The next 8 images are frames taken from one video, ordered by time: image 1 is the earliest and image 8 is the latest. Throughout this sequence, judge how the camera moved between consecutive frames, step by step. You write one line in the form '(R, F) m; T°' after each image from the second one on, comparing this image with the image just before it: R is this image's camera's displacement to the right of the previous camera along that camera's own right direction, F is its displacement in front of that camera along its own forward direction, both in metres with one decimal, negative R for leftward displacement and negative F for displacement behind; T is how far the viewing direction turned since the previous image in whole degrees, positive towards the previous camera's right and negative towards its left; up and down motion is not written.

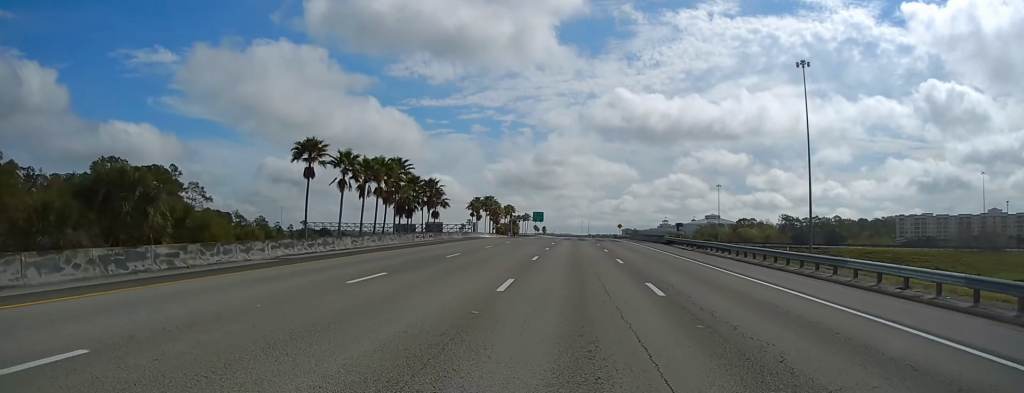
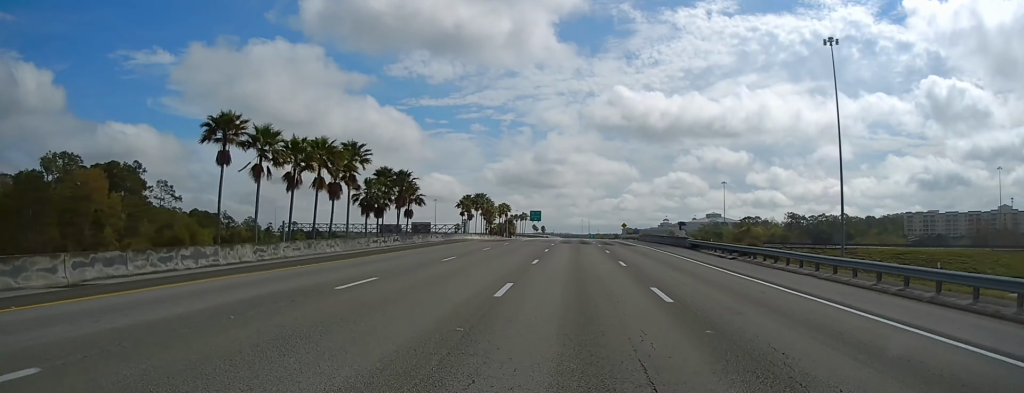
(0.0, +13.1) m; 0°
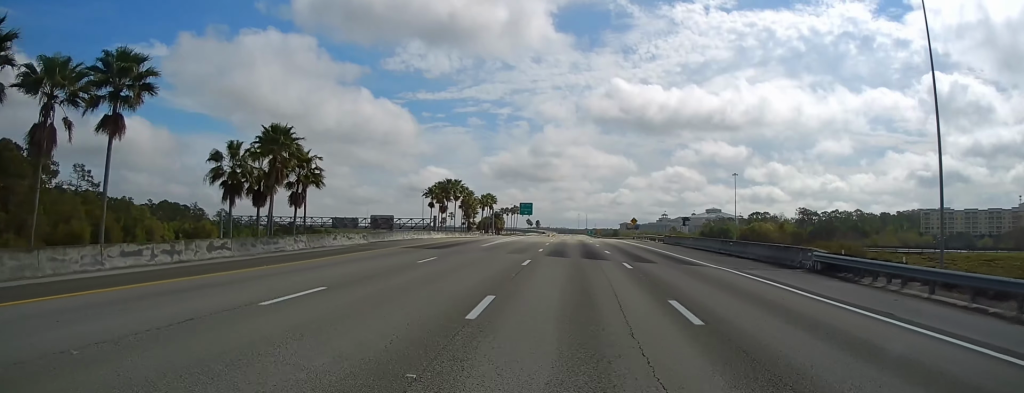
(0.0, +27.5) m; 0°
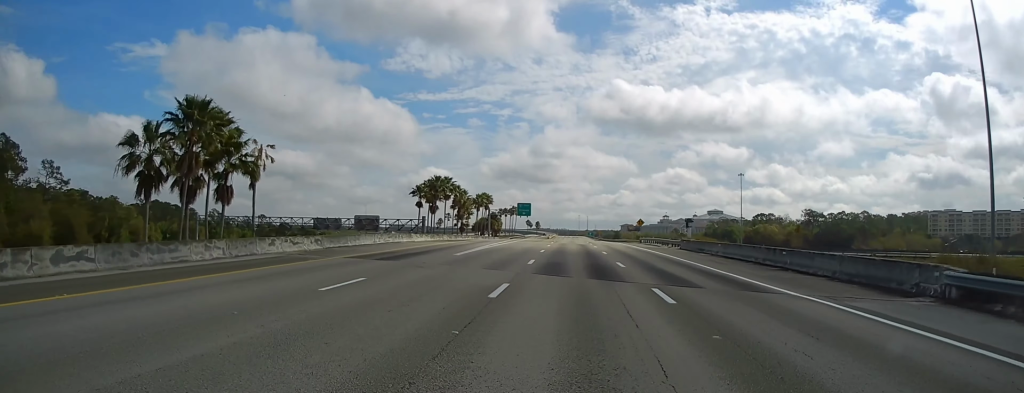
(0.0, +9.2) m; 0°
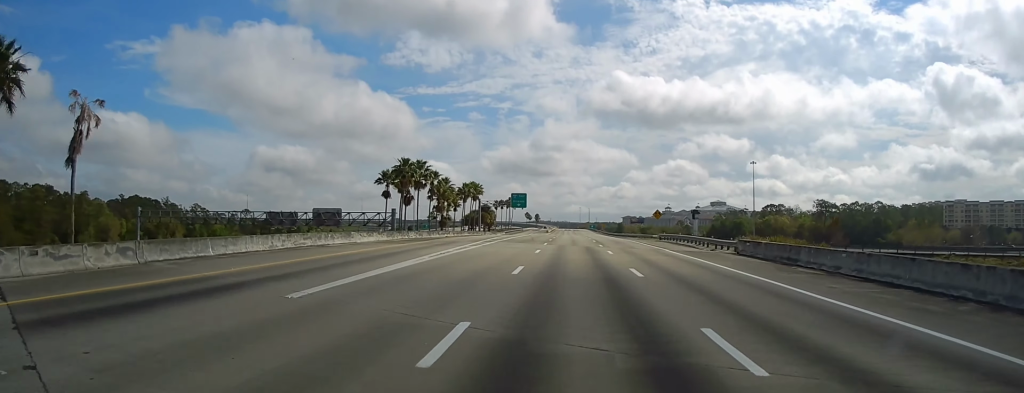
(0.0, +18.4) m; 0°
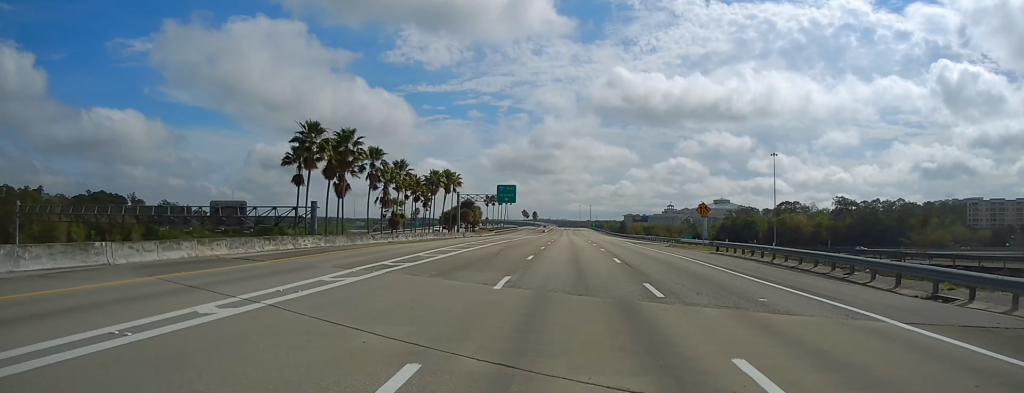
(0.0, +27.5) m; 0°
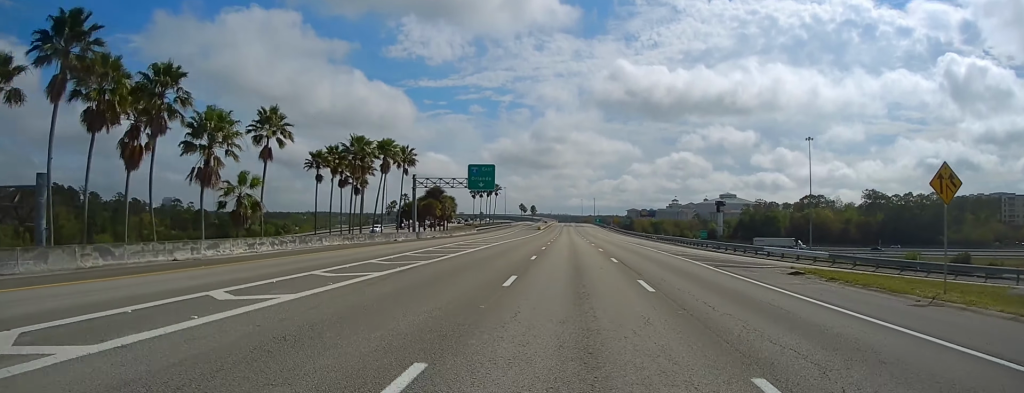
(-0.2, +34.7) m; -1°
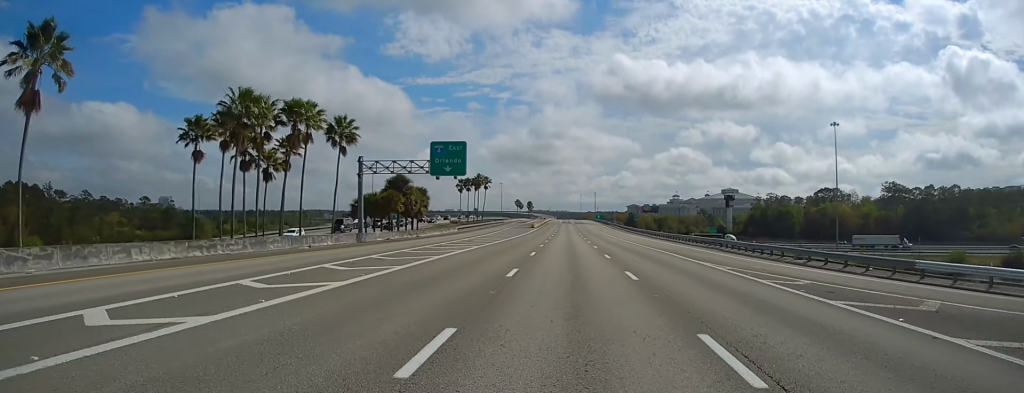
(0.0, +21.7) m; 0°
